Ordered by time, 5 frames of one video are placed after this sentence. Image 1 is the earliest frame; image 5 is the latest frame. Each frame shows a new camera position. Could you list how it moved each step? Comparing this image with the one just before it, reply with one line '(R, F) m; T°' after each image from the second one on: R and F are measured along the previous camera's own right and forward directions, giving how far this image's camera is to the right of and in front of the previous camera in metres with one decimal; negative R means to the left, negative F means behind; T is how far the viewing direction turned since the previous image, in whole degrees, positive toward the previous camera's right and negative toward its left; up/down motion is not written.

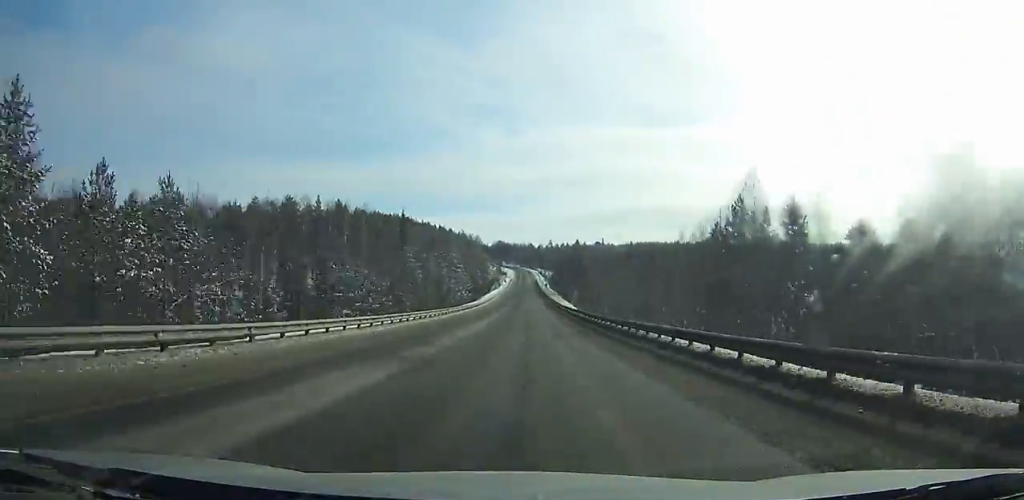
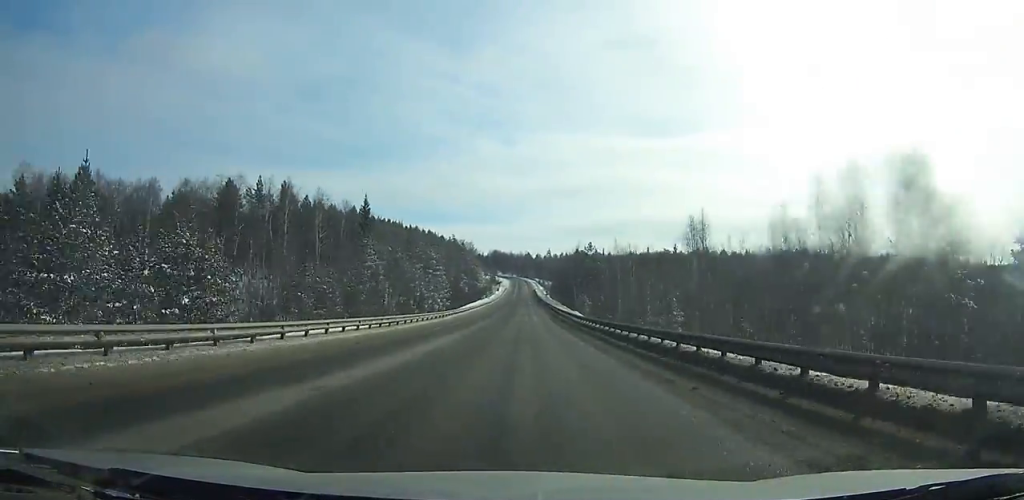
(+0.2, +34.1) m; 0°
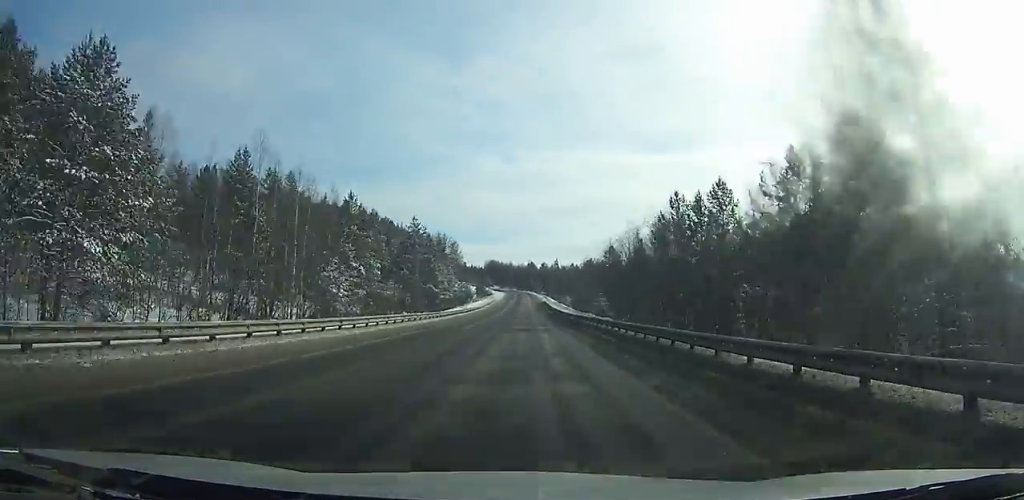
(0.0, +104.2) m; 0°
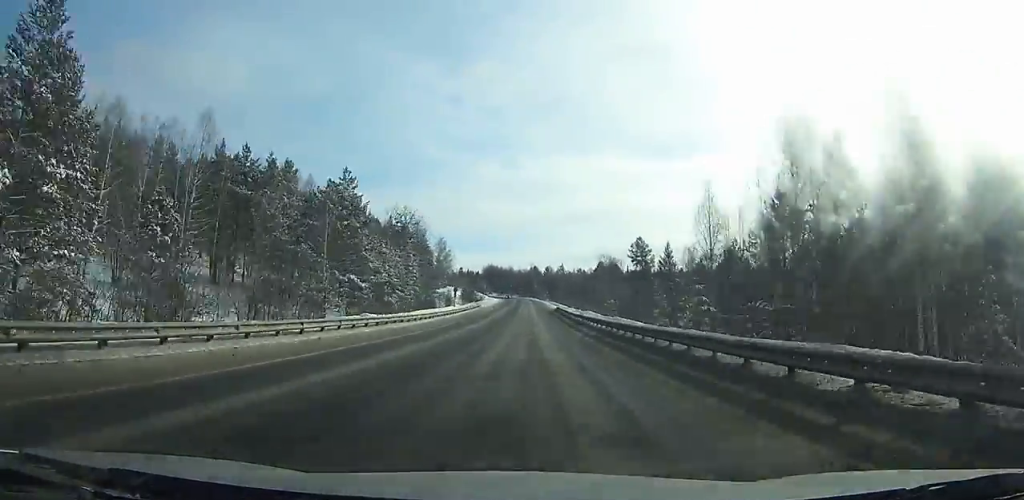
(0.0, +51.4) m; 0°
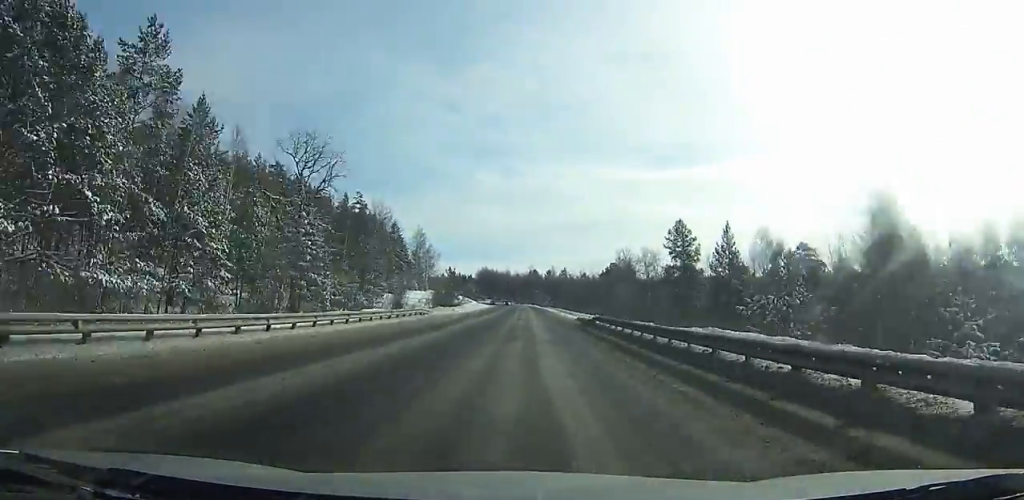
(0.0, +45.8) m; 0°
